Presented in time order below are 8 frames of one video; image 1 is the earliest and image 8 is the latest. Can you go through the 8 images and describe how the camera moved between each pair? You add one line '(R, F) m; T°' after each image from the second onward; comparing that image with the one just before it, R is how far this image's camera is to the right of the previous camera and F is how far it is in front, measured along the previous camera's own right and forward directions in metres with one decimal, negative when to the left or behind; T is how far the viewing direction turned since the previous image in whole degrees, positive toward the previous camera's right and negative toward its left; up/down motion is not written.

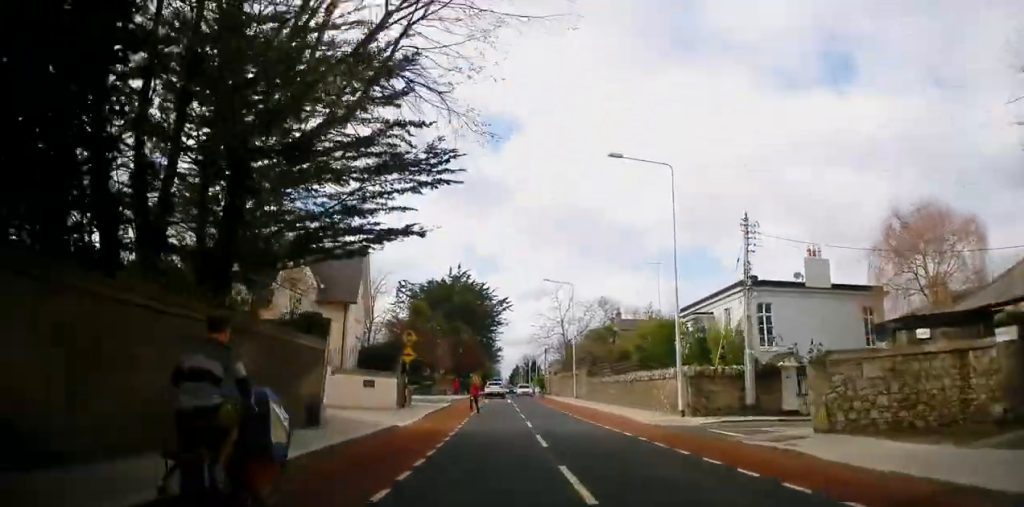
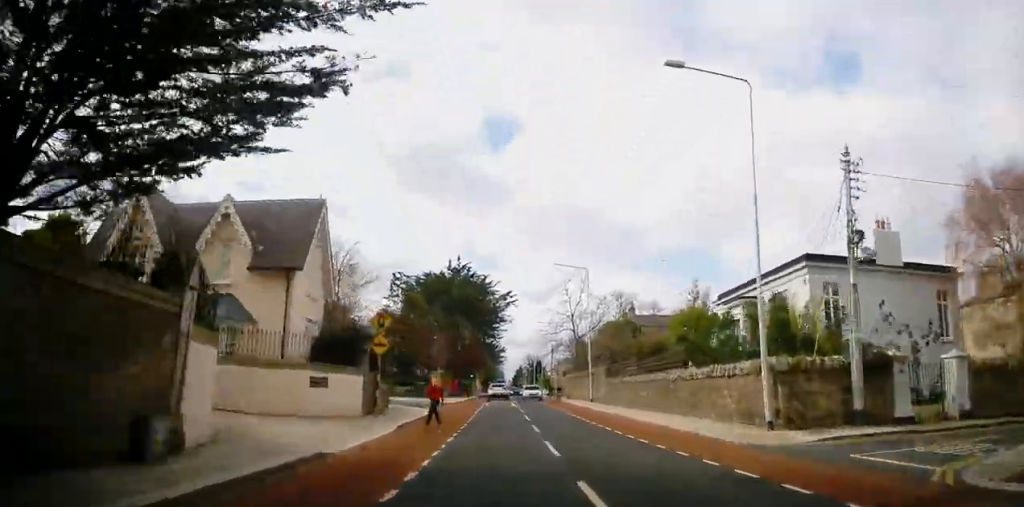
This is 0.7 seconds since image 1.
(-1.8, +7.6) m; -5°
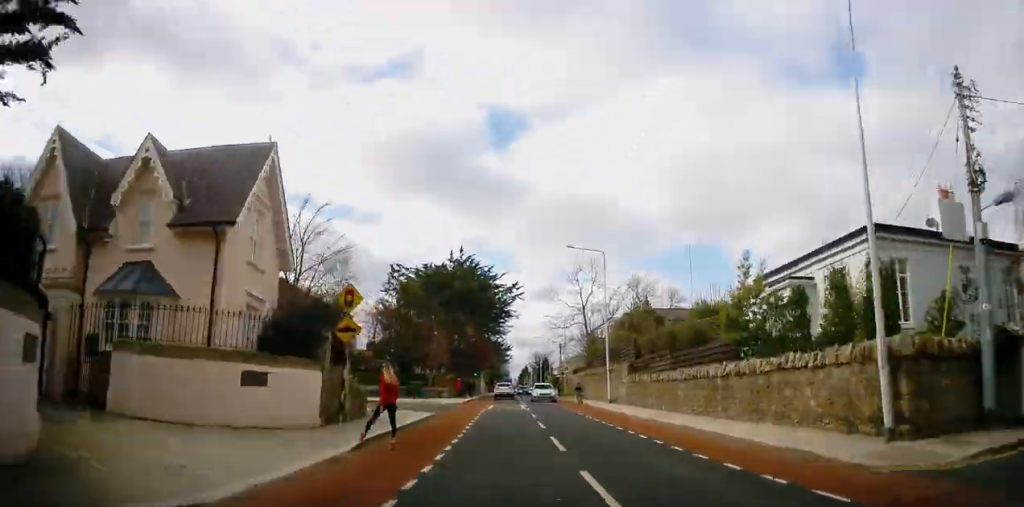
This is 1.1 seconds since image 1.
(-0.2, +5.0) m; 0°
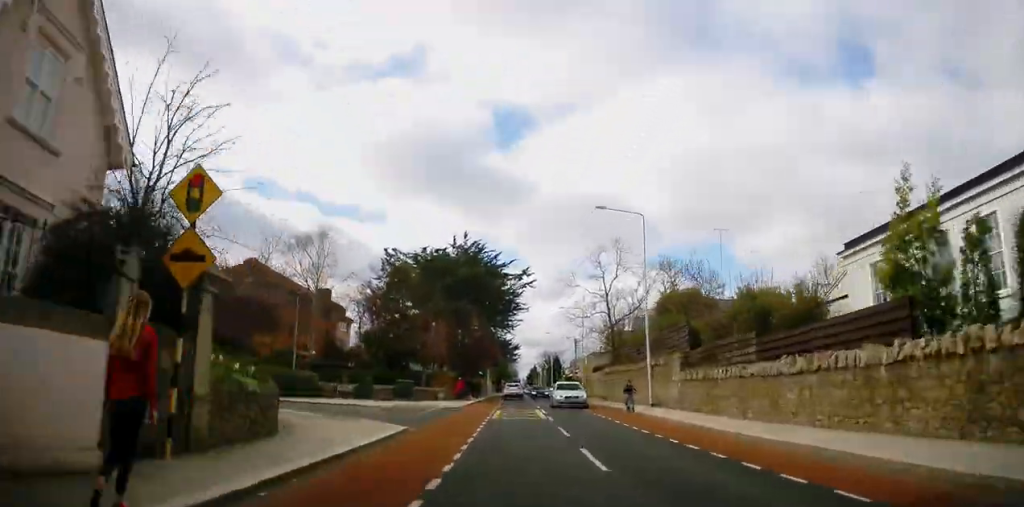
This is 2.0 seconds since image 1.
(+1.0, +9.4) m; +6°
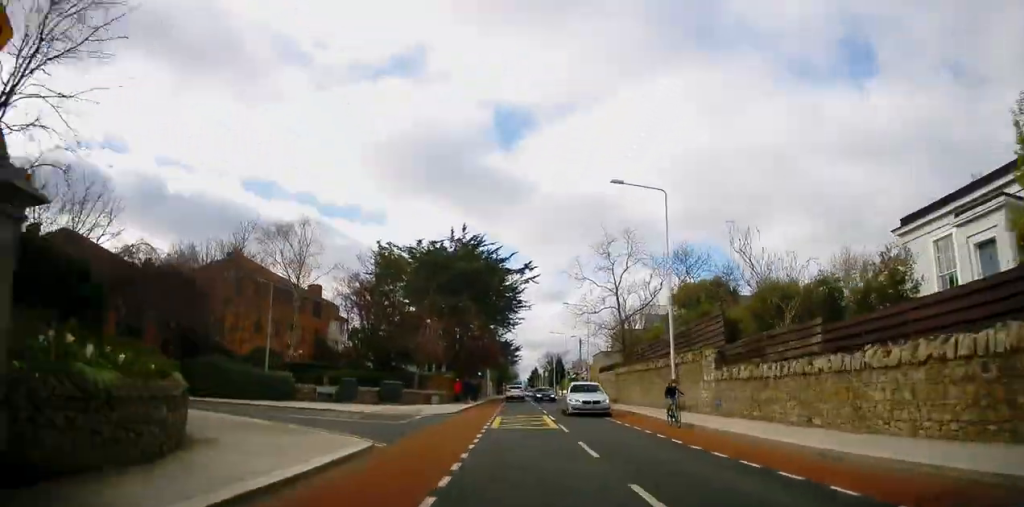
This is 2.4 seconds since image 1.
(0.0, +4.4) m; -1°
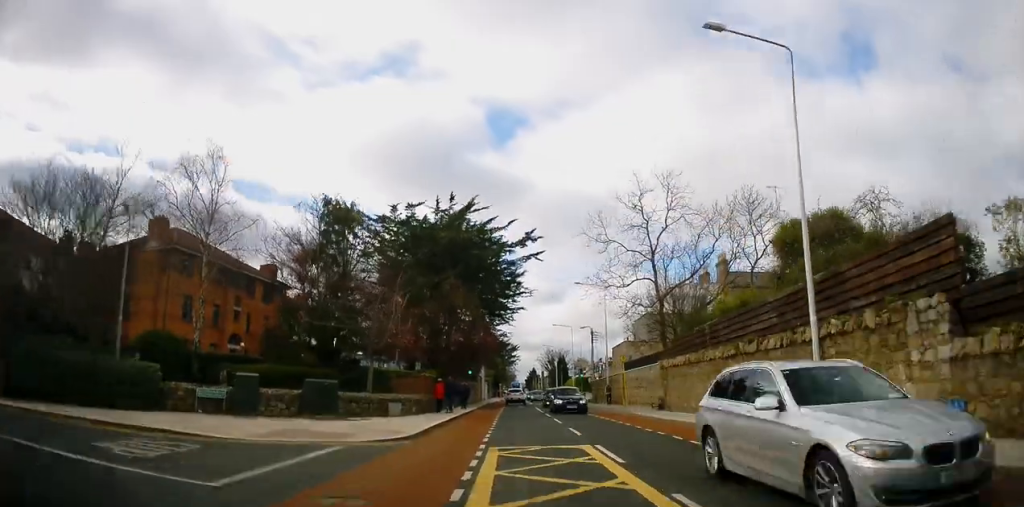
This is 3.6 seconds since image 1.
(-0.4, +13.2) m; -3°
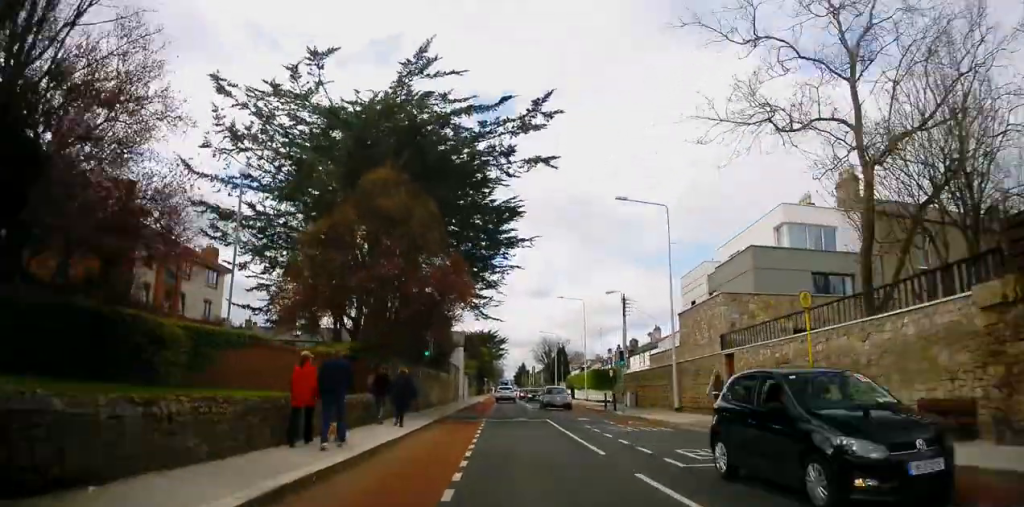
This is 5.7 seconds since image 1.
(-0.3, +22.3) m; -1°
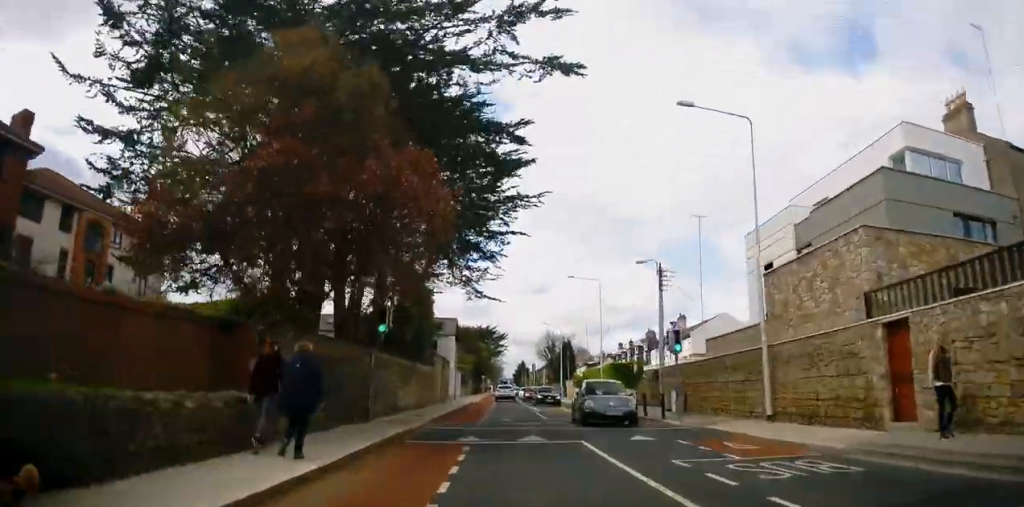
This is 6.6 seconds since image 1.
(0.0, +9.8) m; 0°
